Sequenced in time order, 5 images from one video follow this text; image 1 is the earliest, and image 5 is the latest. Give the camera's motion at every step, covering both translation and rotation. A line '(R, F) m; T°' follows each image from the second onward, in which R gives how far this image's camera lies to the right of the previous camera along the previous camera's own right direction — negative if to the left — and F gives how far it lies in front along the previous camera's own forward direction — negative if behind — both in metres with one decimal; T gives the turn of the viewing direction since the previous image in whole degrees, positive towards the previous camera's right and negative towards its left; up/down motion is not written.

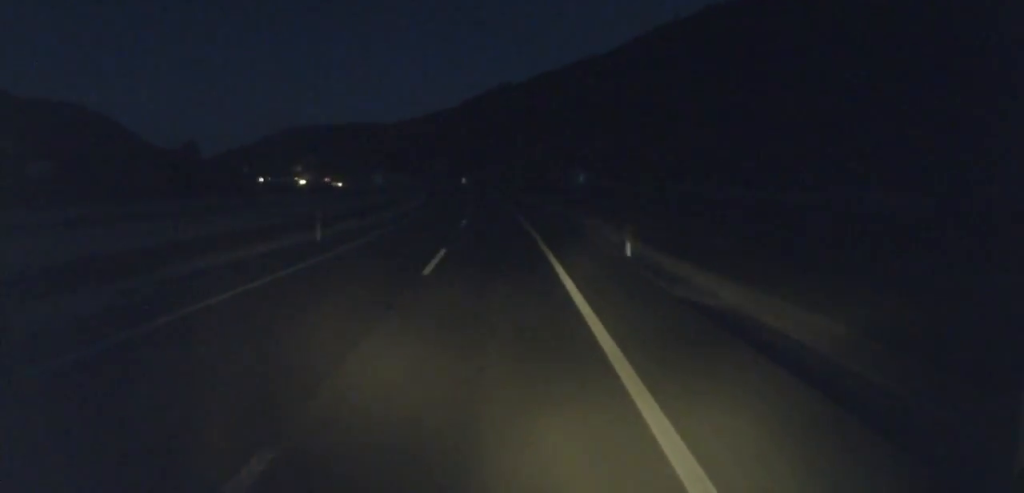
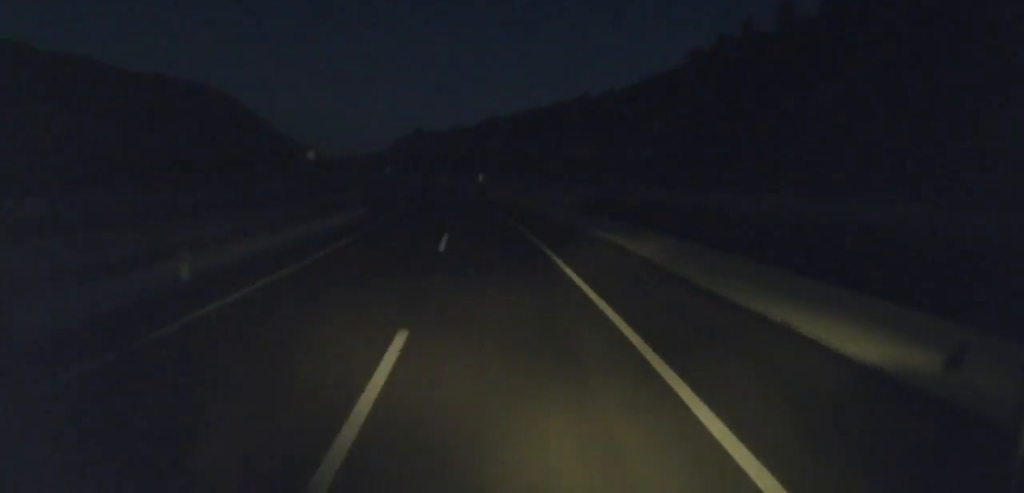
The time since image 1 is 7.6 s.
(-8.1, +170.9) m; -10°
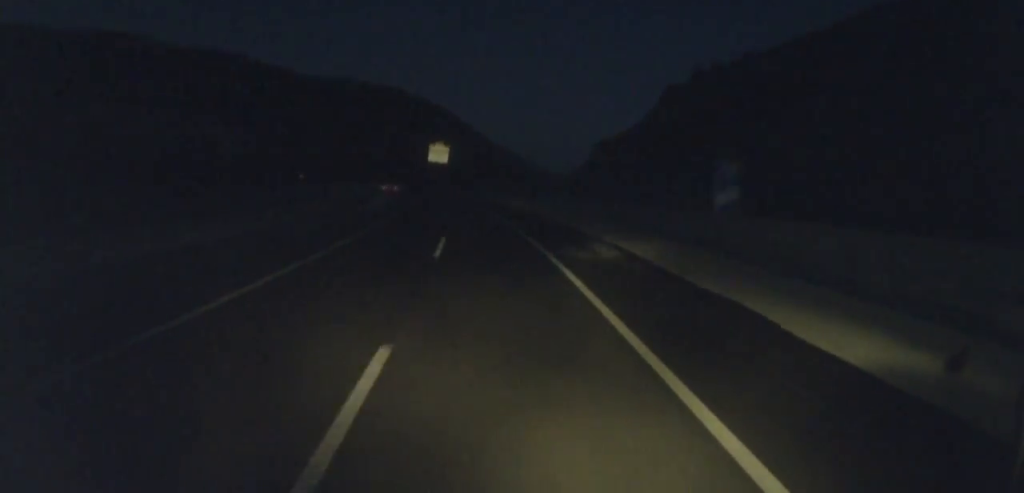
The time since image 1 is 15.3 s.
(-32.6, +169.8) m; -23°
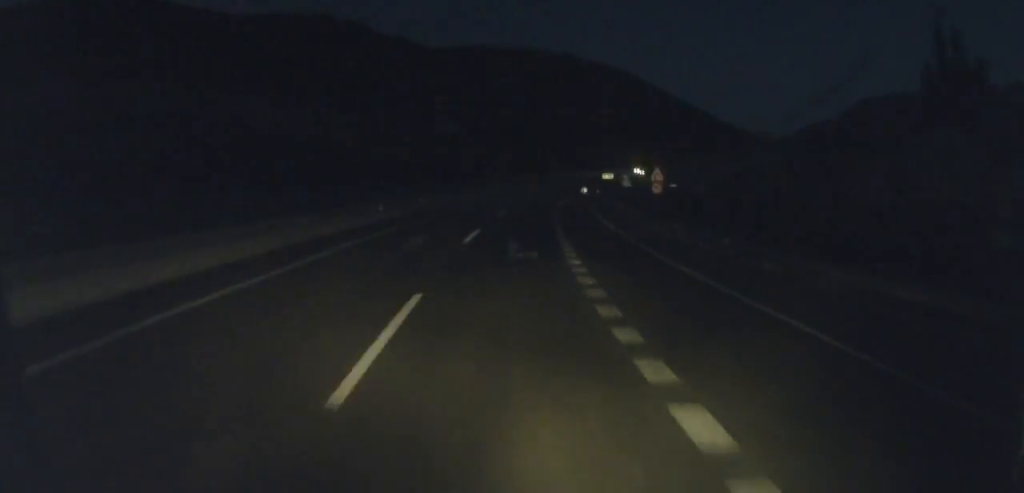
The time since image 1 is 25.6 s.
(-46.4, +234.7) m; -13°
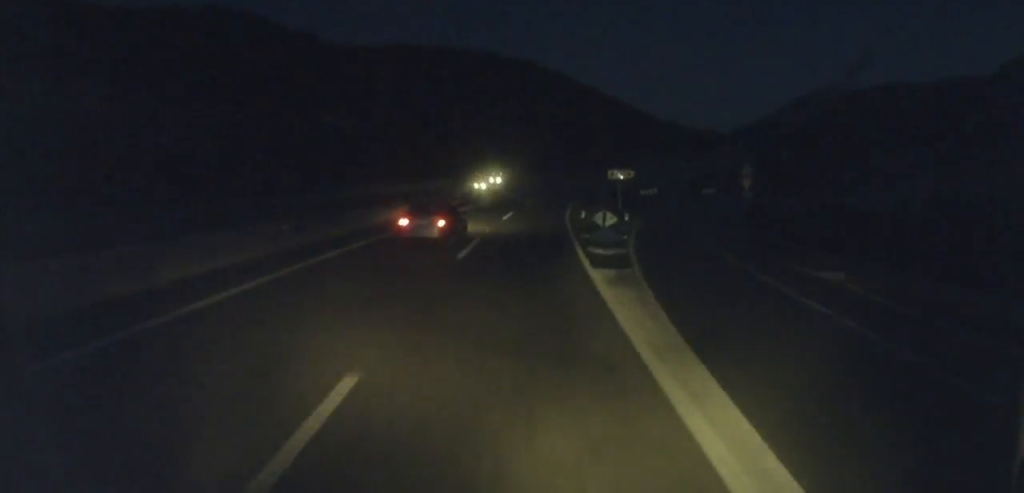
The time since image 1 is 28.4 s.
(+2.8, +67.3) m; +5°
